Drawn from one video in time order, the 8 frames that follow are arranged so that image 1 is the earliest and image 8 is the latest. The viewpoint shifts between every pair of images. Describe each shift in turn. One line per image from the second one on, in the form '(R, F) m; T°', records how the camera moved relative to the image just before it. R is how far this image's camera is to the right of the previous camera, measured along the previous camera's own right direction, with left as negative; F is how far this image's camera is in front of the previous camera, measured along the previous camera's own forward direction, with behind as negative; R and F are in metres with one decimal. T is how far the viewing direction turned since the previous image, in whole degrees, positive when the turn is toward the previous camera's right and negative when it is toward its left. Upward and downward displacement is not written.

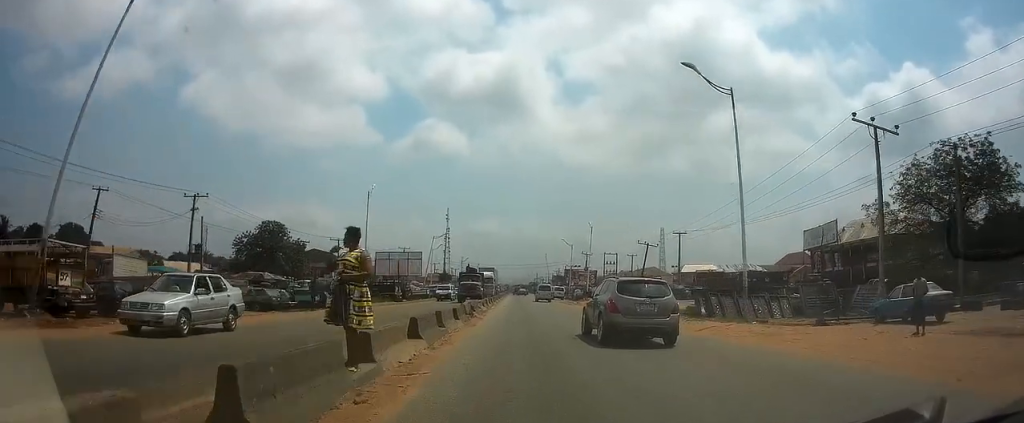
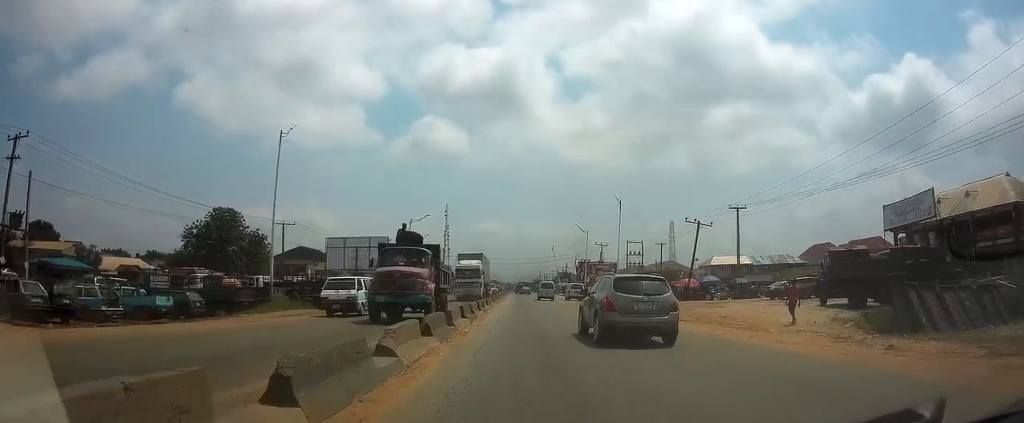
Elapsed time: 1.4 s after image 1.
(-0.1, +21.2) m; 0°
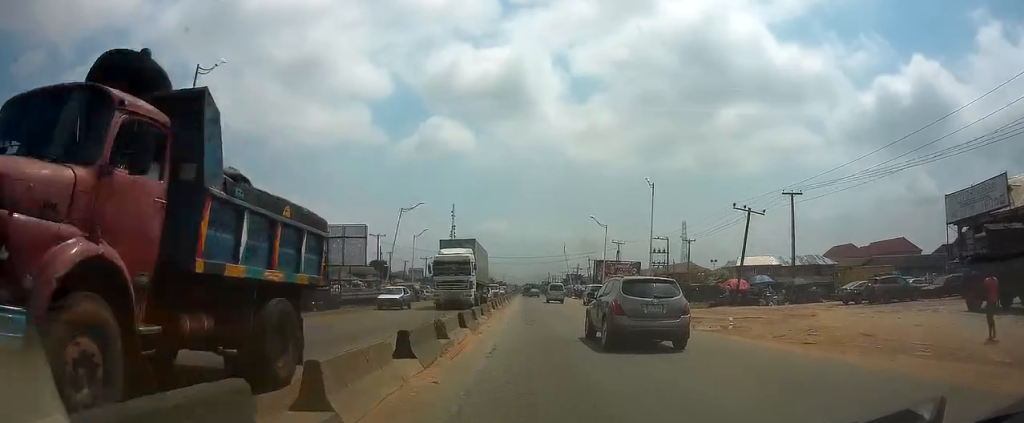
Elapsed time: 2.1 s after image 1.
(0.0, +10.6) m; 0°
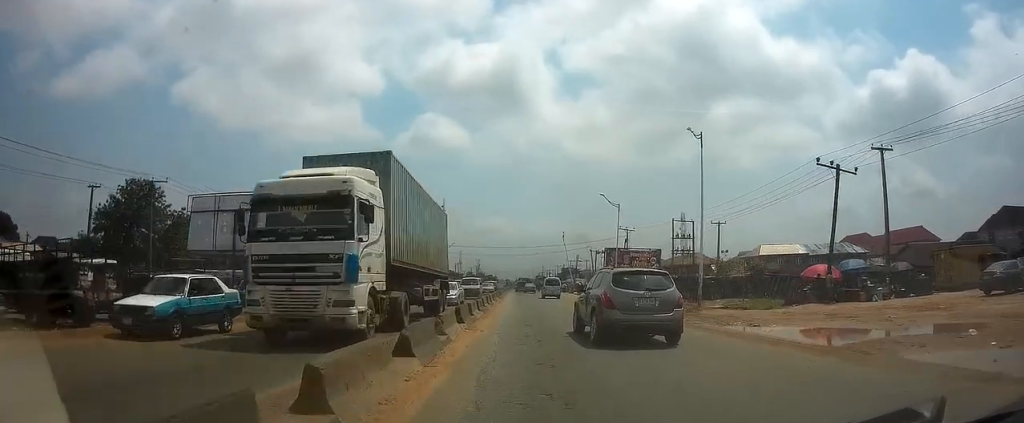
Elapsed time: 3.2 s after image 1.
(0.0, +14.5) m; 0°
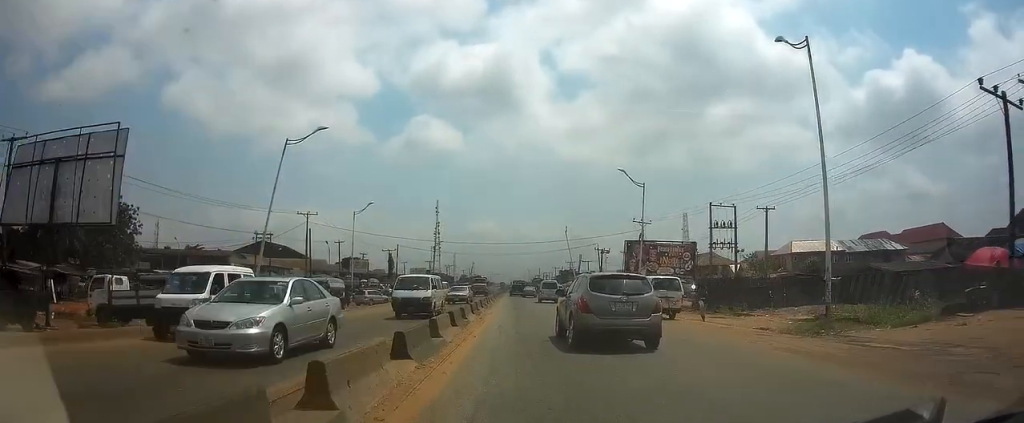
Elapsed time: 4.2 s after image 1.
(+0.1, +14.0) m; 0°
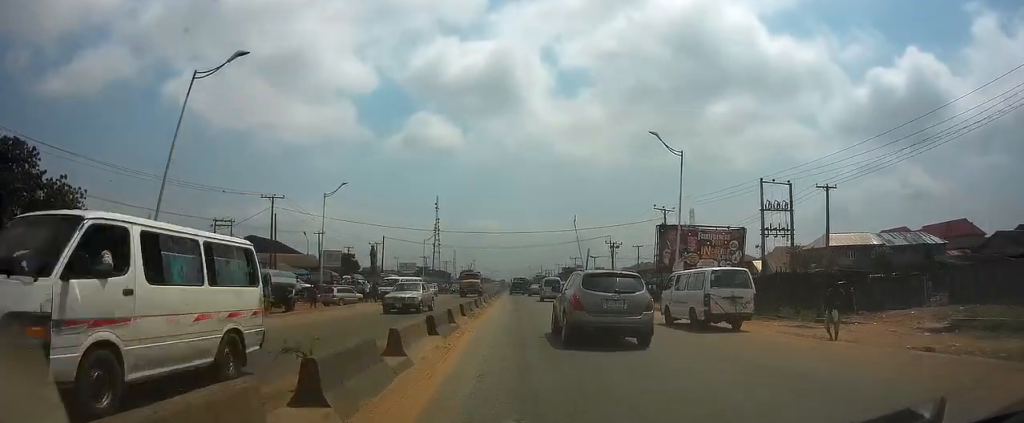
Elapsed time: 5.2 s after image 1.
(-0.1, +11.2) m; 0°
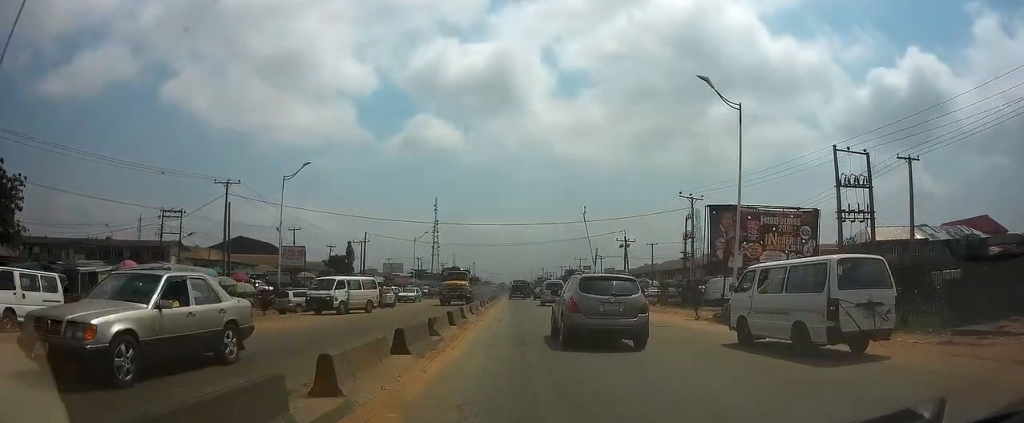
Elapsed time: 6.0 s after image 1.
(+0.1, +10.2) m; 0°
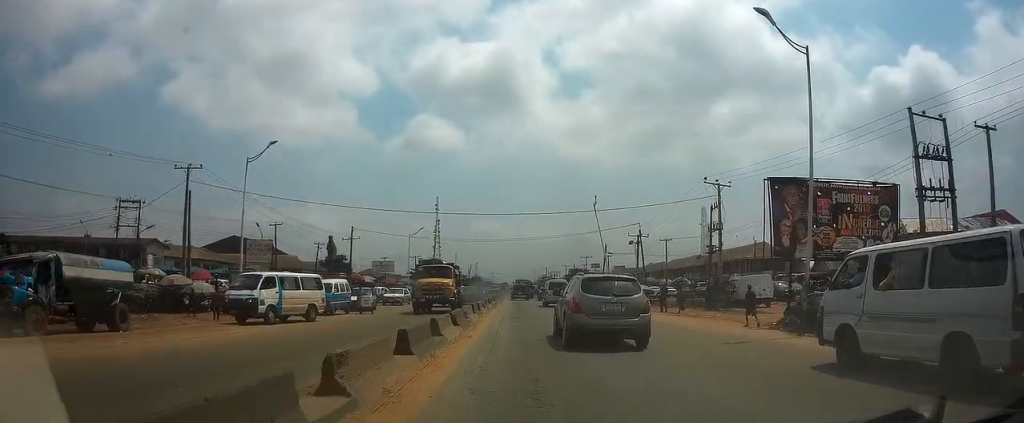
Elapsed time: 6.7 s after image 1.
(-0.1, +7.1) m; 0°
